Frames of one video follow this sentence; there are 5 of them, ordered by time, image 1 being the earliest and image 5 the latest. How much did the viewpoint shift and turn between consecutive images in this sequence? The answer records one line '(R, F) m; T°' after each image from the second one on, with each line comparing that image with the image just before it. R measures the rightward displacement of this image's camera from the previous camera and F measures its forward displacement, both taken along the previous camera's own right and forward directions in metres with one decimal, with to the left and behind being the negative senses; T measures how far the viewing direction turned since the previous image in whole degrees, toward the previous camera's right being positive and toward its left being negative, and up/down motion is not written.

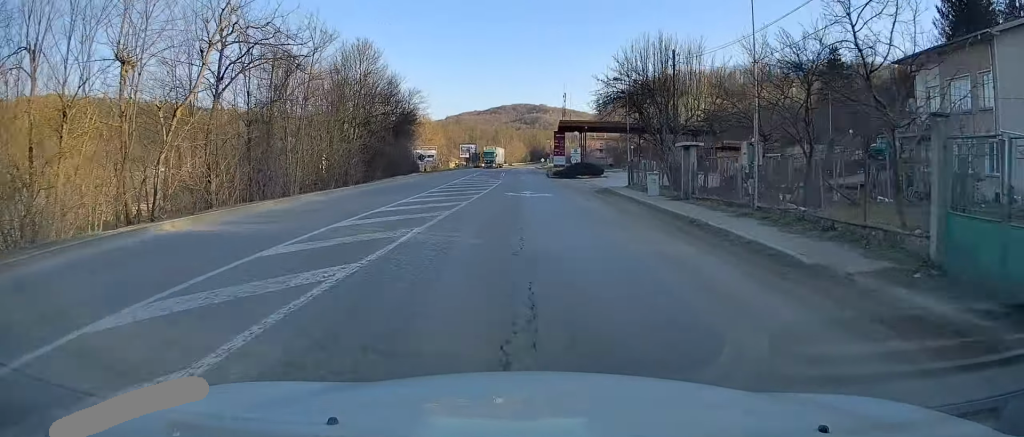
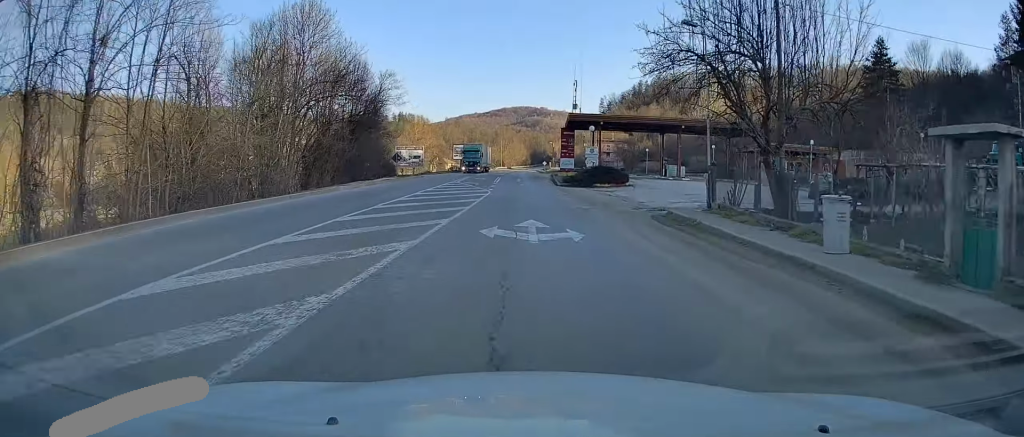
(0.0, +14.6) m; 0°
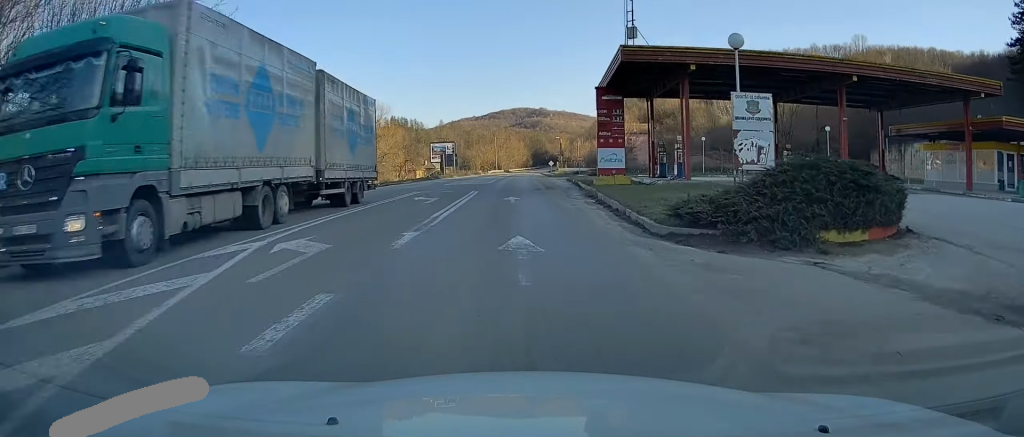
(-0.5, +33.9) m; -1°
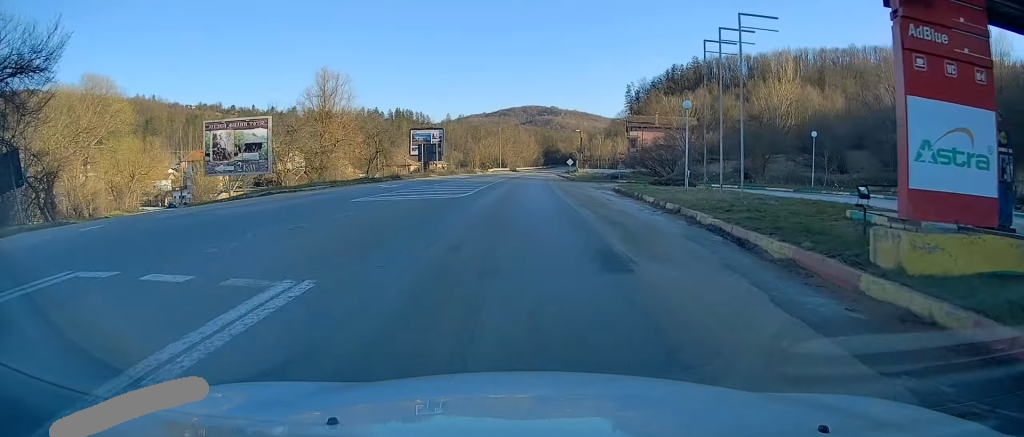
(+0.1, +26.8) m; 0°
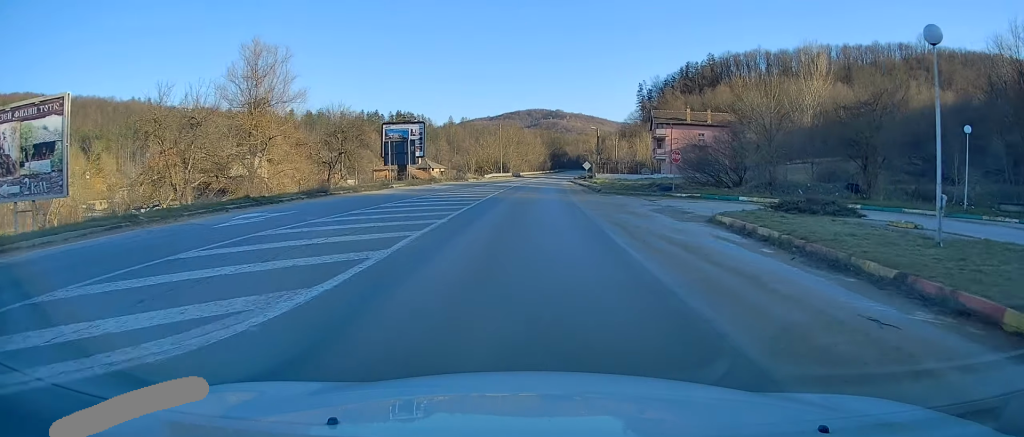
(0.0, +18.1) m; 0°
